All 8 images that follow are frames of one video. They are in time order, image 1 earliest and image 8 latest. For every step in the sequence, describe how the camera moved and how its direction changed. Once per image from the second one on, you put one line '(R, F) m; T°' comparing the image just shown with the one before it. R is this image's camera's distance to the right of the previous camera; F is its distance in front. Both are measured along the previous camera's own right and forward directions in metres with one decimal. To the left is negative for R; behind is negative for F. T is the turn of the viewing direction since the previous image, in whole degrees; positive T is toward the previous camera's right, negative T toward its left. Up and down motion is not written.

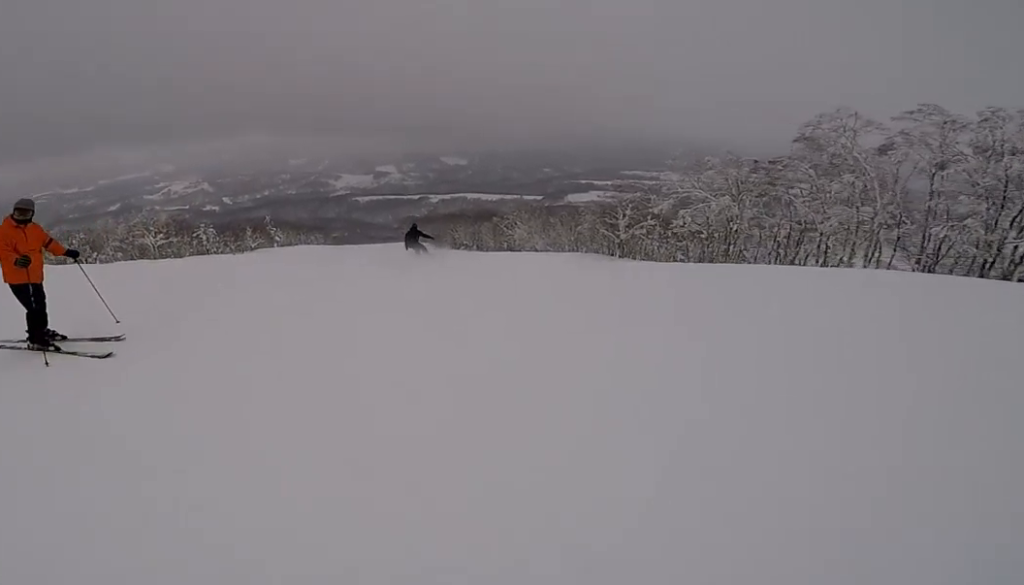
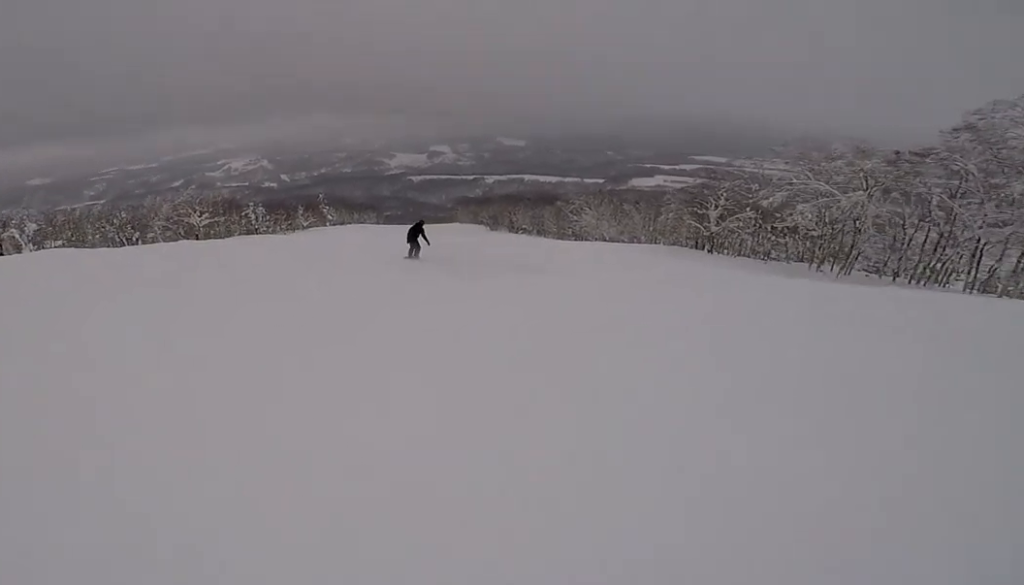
(+0.5, +5.4) m; 0°
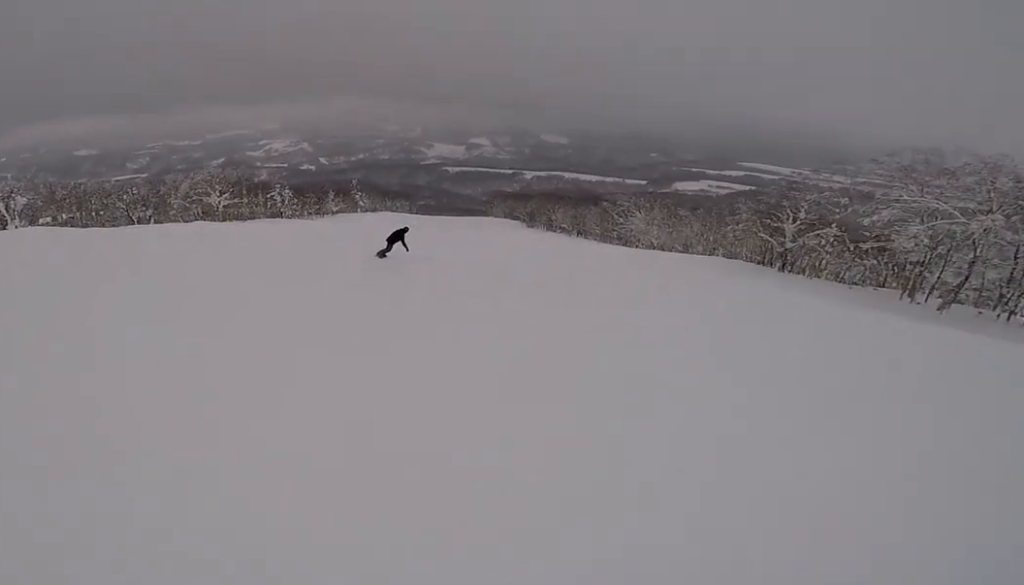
(-0.7, +5.8) m; 0°
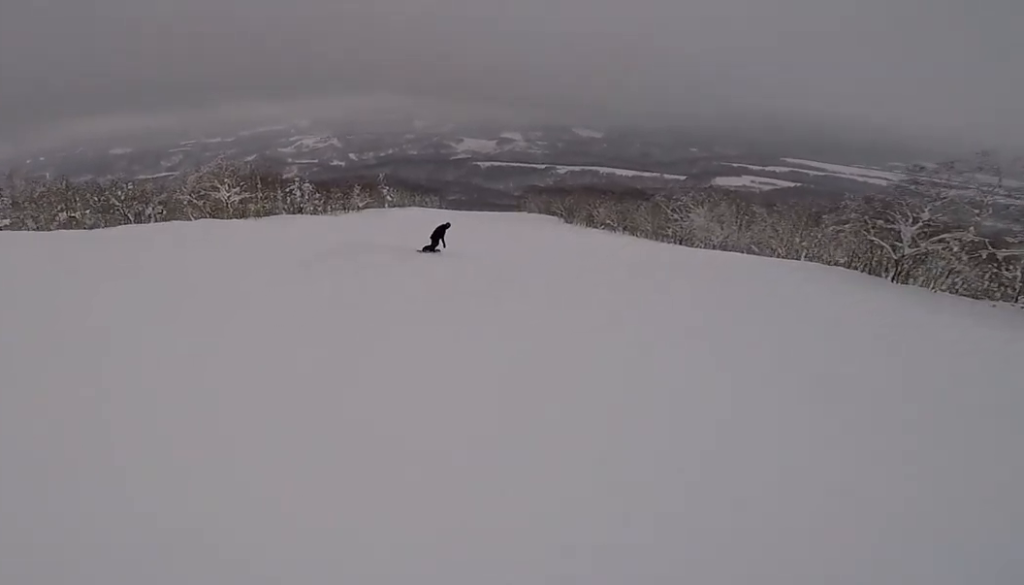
(-0.1, +7.5) m; +1°
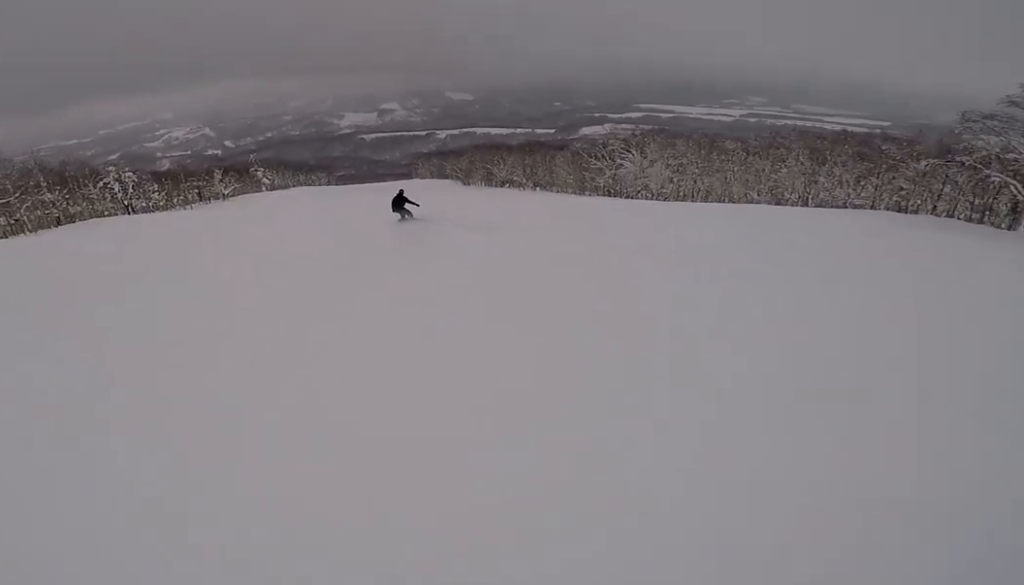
(+0.5, +19.5) m; +4°
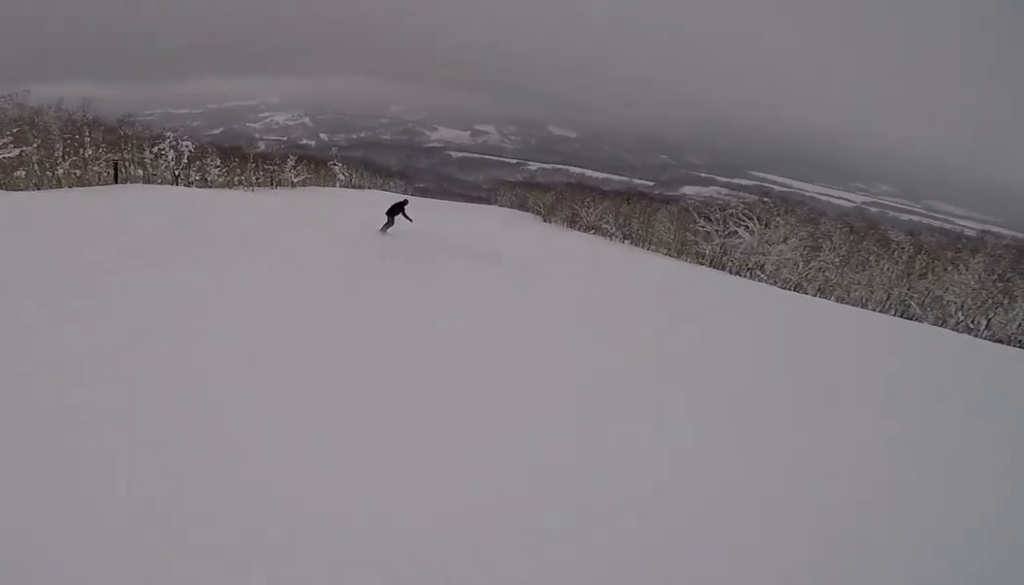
(+0.8, +7.0) m; -2°
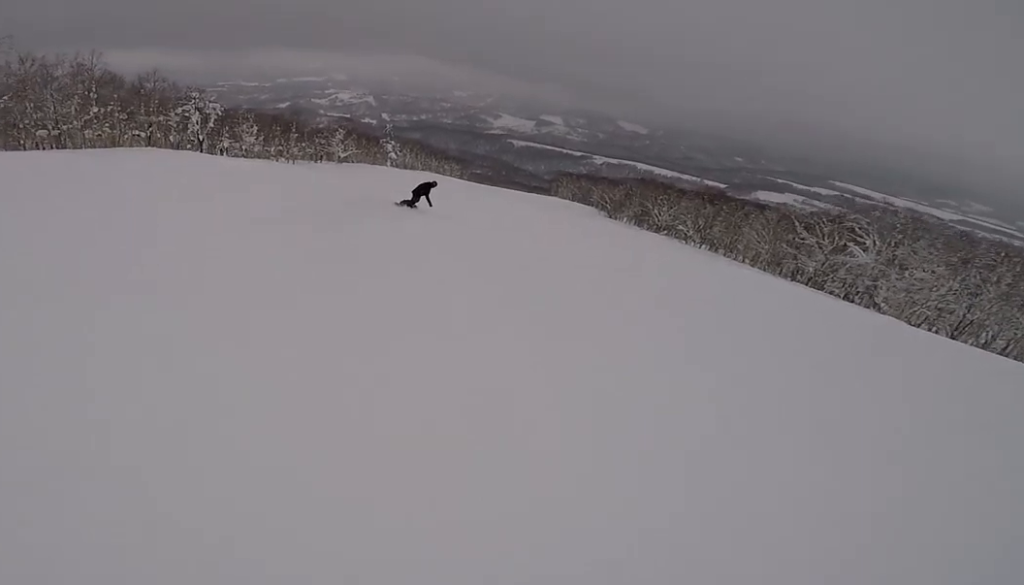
(0.0, +7.2) m; -3°
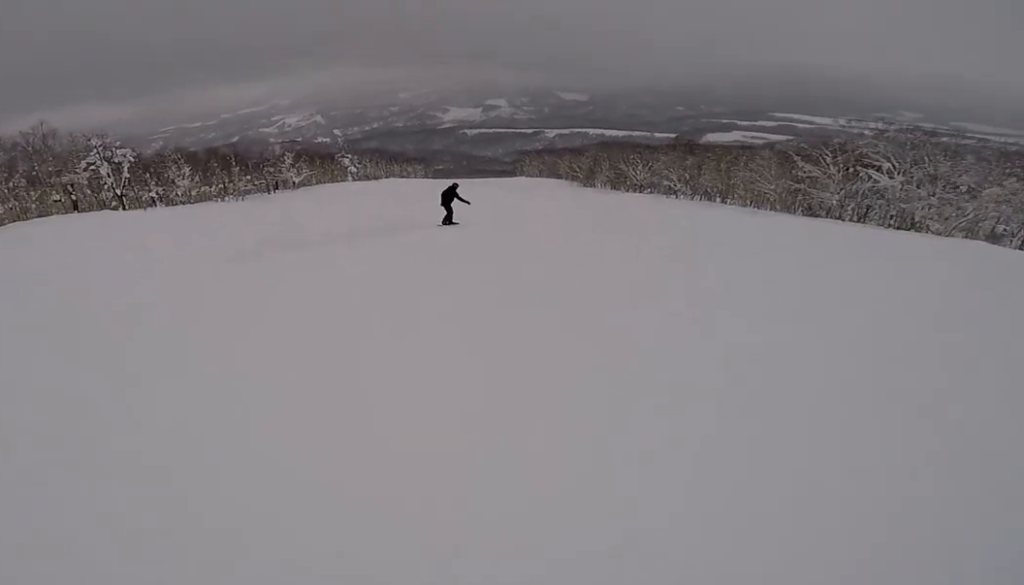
(-0.8, +6.7) m; -4°
